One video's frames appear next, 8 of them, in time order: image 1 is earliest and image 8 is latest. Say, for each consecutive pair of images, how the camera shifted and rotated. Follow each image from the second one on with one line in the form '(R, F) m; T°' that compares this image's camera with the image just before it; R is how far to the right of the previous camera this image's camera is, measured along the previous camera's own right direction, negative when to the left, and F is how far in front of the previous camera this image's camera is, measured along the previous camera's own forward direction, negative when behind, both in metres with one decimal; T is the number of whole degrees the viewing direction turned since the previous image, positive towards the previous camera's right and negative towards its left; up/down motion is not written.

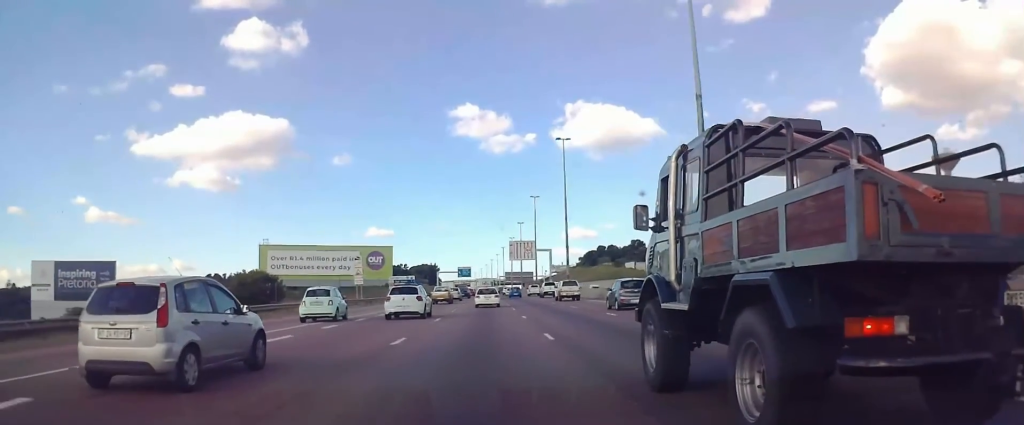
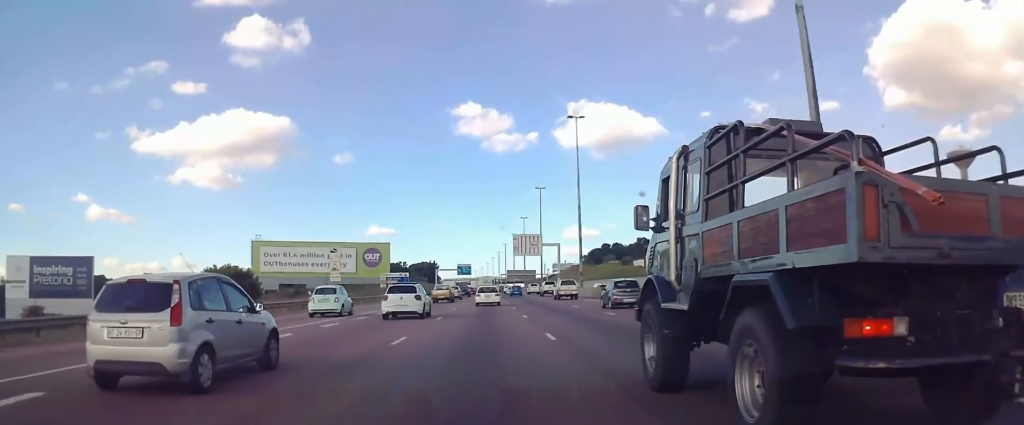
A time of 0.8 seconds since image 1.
(0.0, +11.9) m; 0°
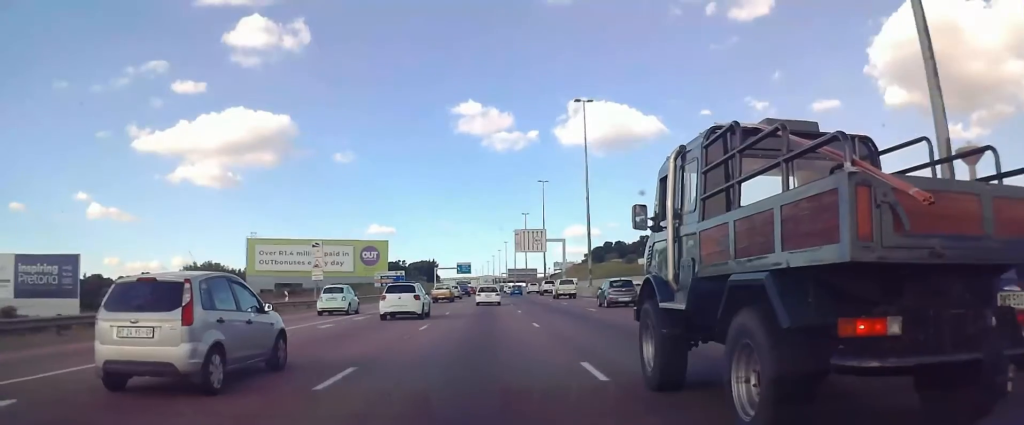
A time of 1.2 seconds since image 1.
(0.0, +6.7) m; 0°
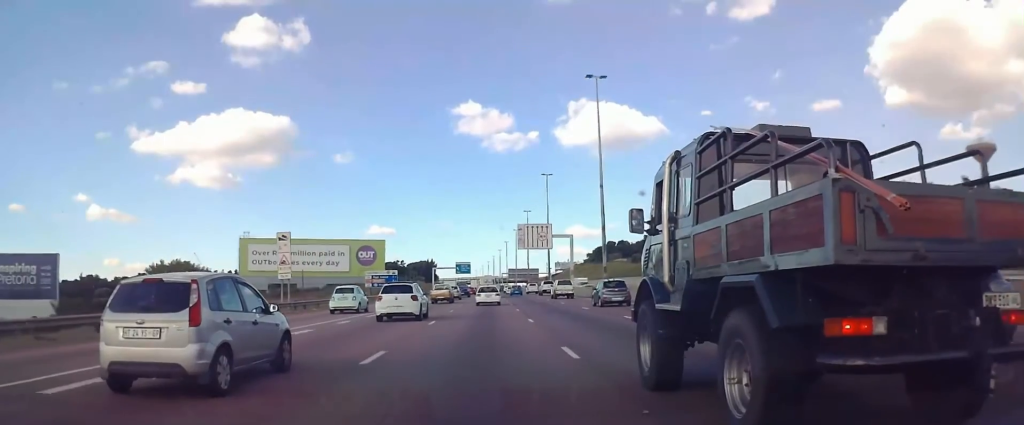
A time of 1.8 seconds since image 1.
(0.0, +9.2) m; 0°
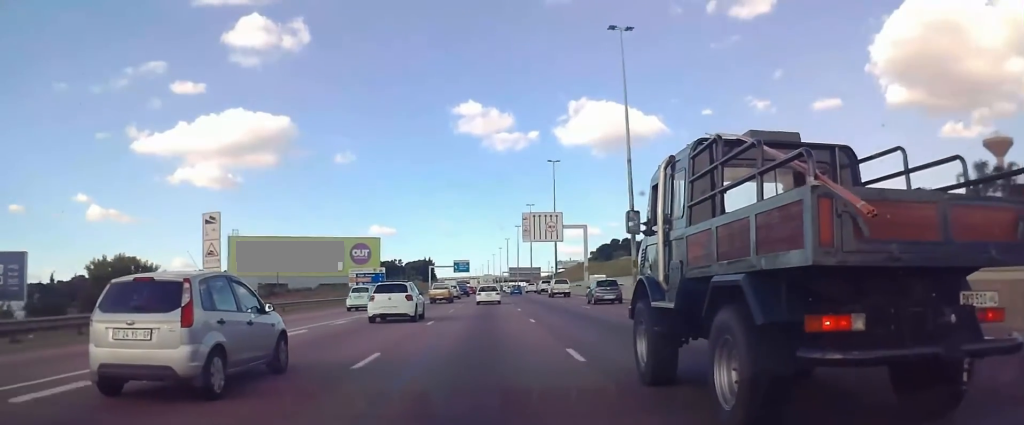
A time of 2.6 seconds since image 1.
(0.0, +12.8) m; 0°
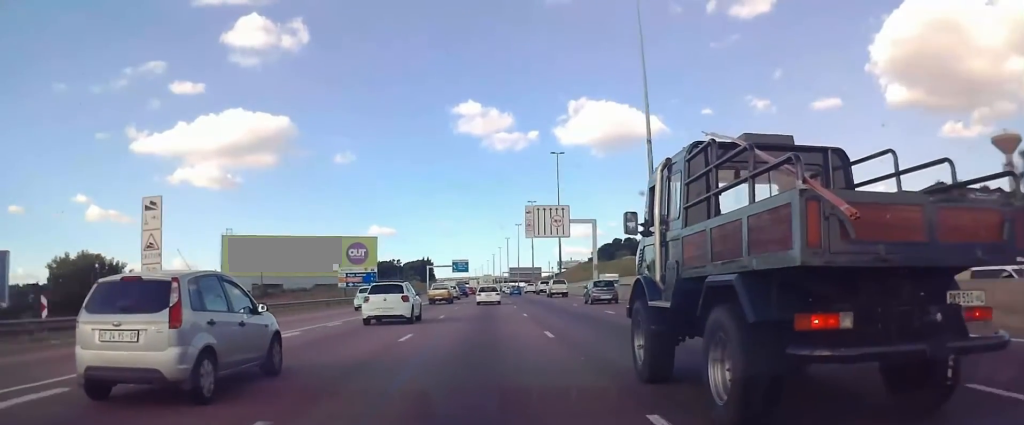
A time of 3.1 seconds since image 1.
(0.0, +6.7) m; 0°
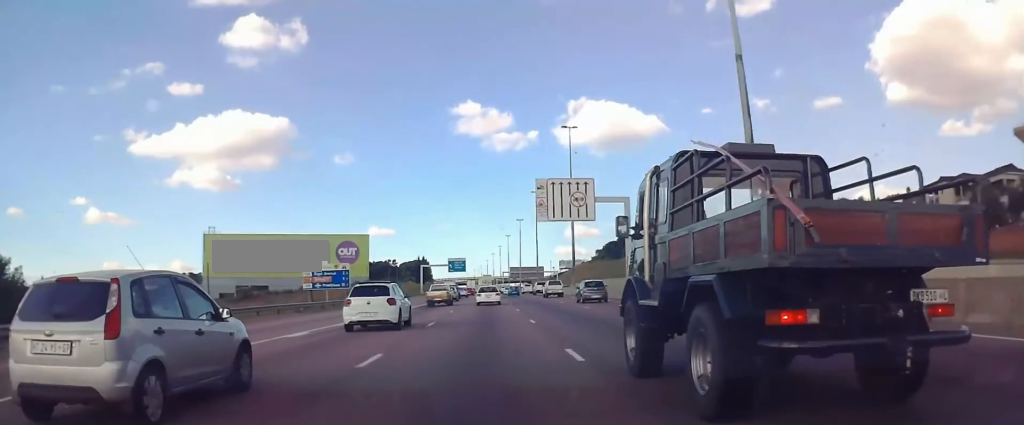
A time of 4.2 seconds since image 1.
(0.0, +17.1) m; +2°
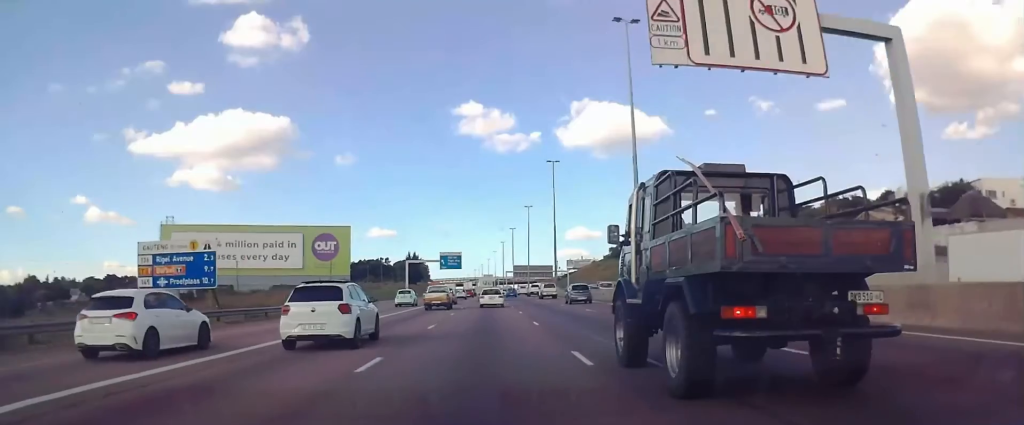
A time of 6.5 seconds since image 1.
(-0.1, +36.4) m; -3°
